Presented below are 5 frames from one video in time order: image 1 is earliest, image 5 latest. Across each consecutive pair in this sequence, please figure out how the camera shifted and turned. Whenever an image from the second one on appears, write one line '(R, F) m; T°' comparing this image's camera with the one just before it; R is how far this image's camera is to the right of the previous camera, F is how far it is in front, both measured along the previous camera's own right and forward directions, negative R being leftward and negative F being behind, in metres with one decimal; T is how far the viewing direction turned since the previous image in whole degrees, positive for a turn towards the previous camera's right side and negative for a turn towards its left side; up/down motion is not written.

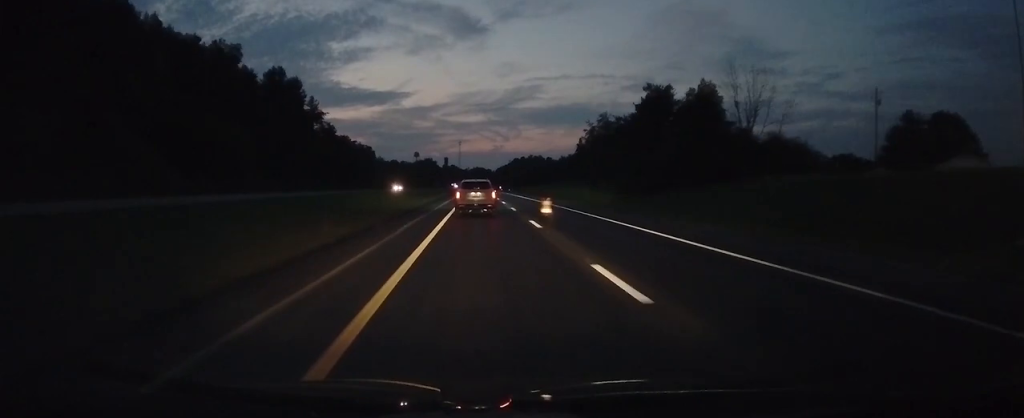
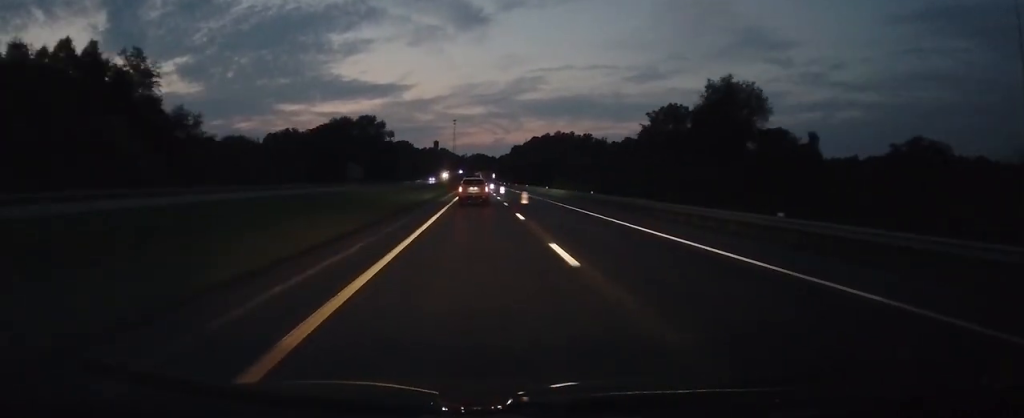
(-0.3, +330.5) m; 0°
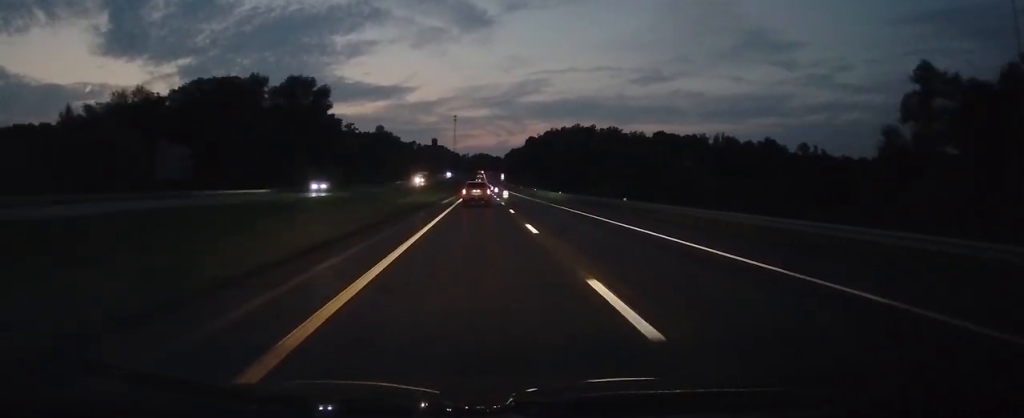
(+0.1, +102.8) m; 0°
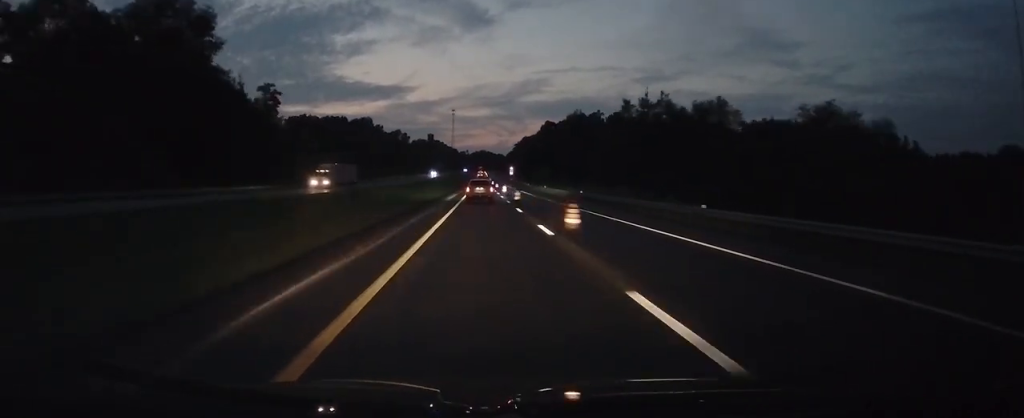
(+0.1, +73.3) m; 0°
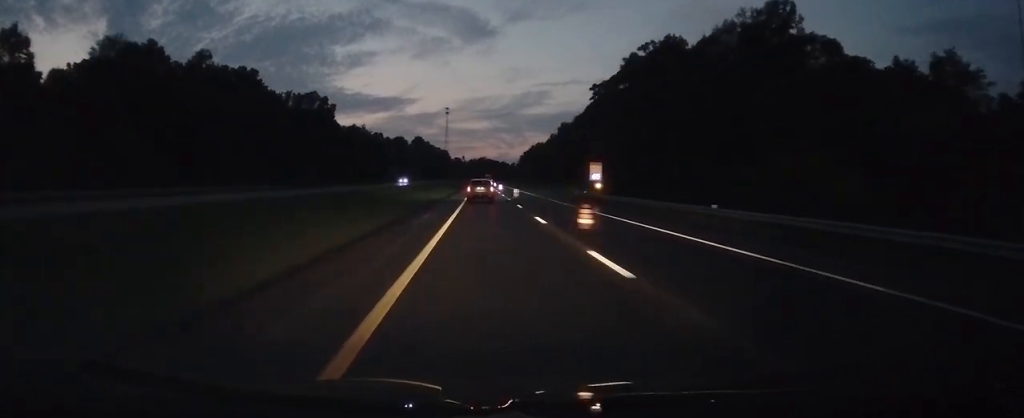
(-0.4, +151.5) m; 0°
